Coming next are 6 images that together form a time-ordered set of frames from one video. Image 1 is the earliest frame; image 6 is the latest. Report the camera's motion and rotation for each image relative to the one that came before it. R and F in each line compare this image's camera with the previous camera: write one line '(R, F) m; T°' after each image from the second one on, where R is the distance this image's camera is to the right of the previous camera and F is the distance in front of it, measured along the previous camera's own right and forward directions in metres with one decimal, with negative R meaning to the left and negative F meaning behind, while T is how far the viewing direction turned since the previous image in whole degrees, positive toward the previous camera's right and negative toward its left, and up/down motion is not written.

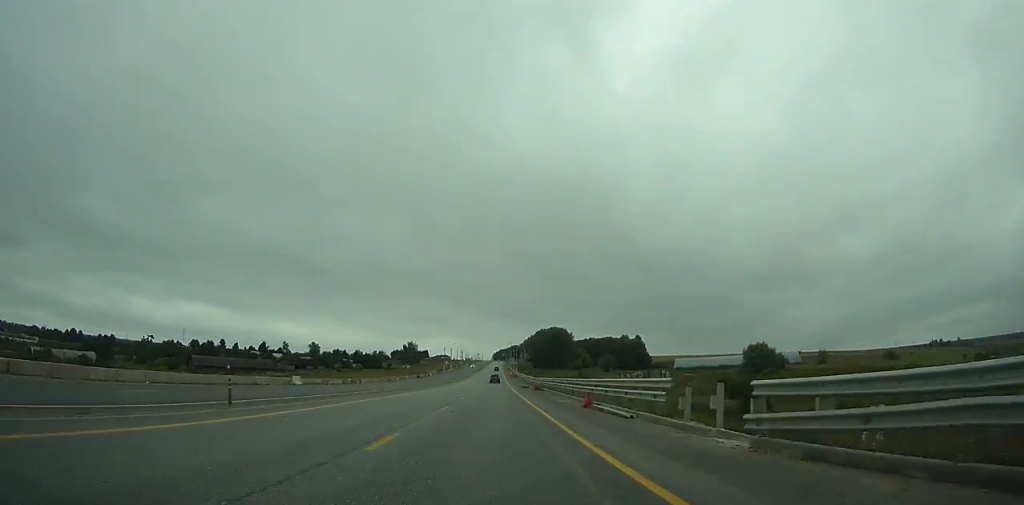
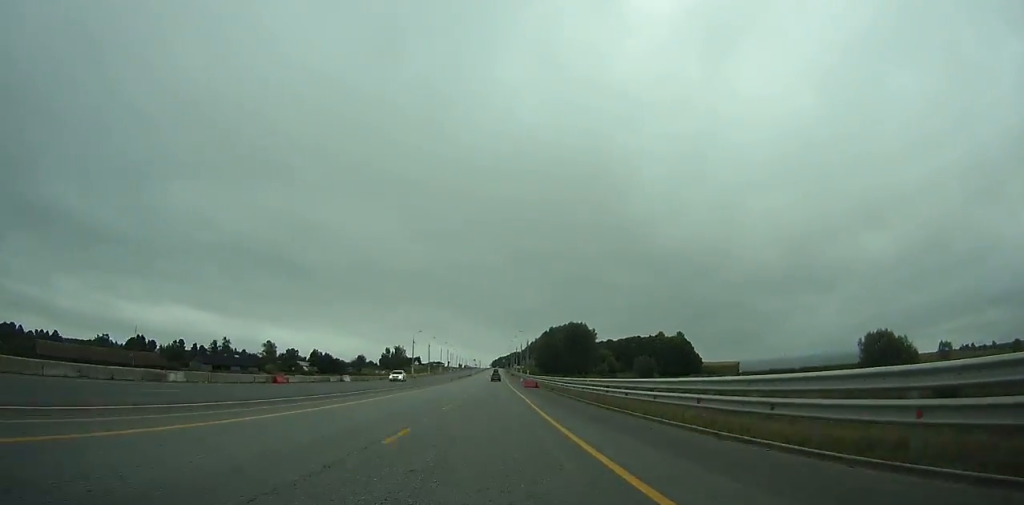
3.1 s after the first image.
(0.0, +82.3) m; 0°
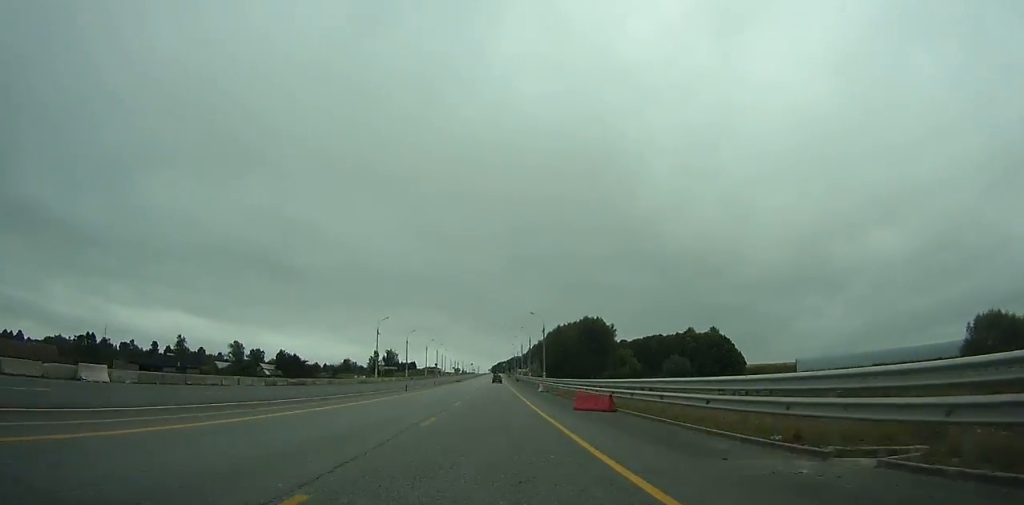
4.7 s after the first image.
(0.0, +42.1) m; 0°
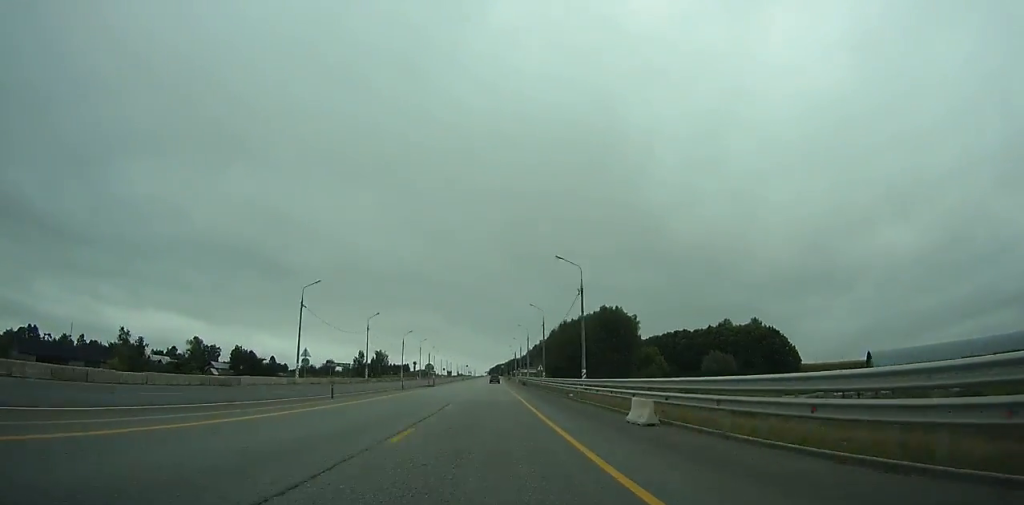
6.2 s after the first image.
(0.0, +39.4) m; 0°
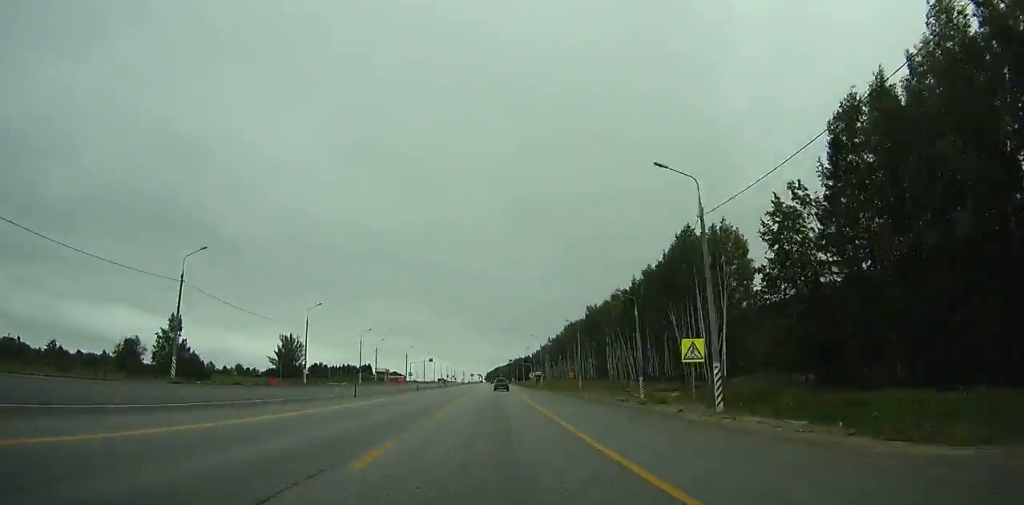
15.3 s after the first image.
(-0.5, +230.2) m; 0°
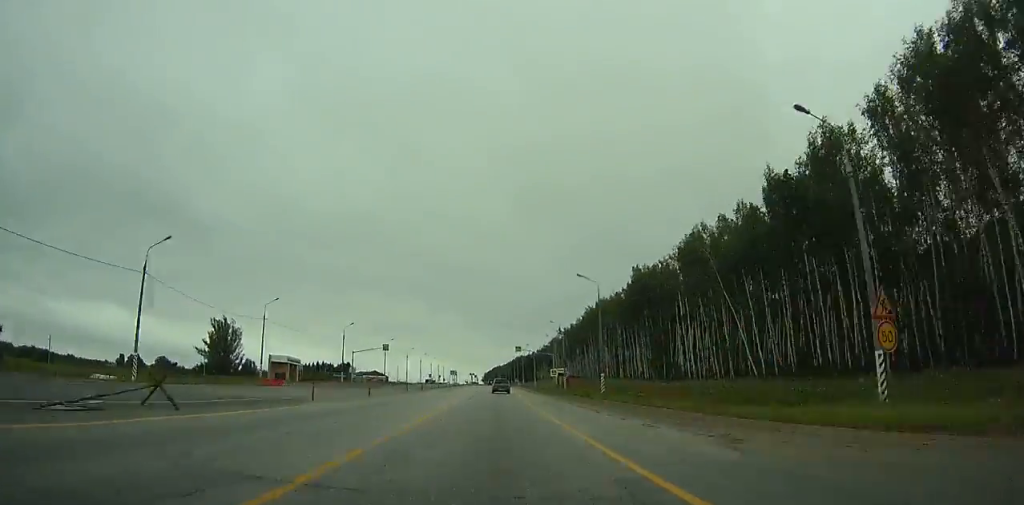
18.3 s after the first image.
(+0.3, +71.6) m; 0°
